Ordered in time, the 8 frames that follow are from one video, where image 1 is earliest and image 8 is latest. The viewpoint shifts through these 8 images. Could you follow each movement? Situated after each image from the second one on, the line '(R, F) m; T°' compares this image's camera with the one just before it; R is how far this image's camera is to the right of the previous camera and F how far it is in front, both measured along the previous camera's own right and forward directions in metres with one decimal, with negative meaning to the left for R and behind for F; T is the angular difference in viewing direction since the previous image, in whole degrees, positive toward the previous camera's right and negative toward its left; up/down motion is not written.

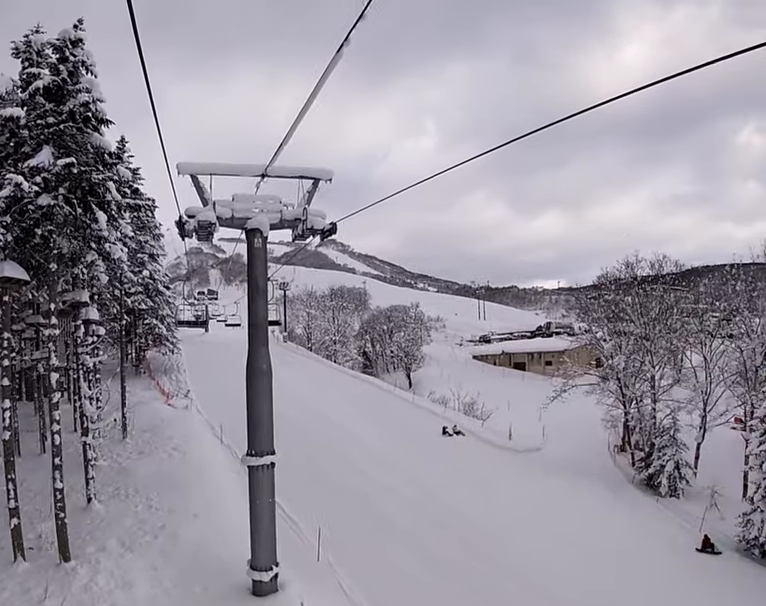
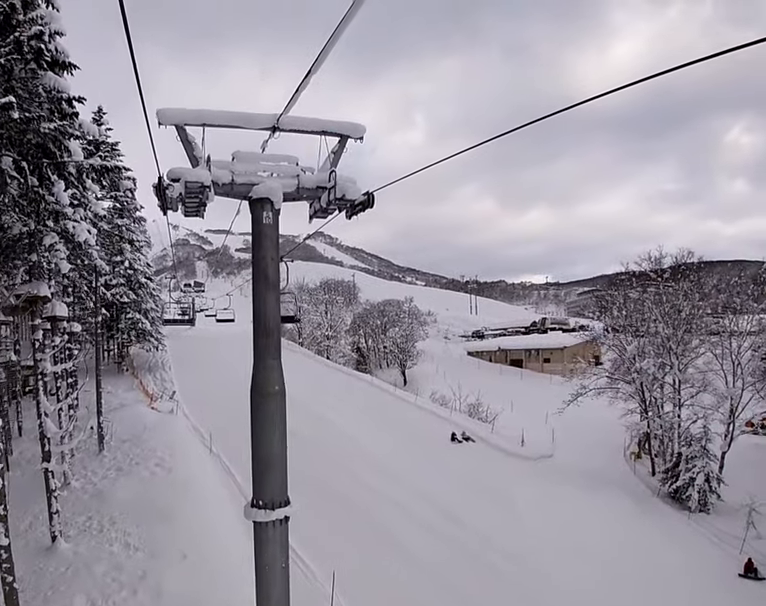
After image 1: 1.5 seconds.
(+0.3, +4.8) m; +3°
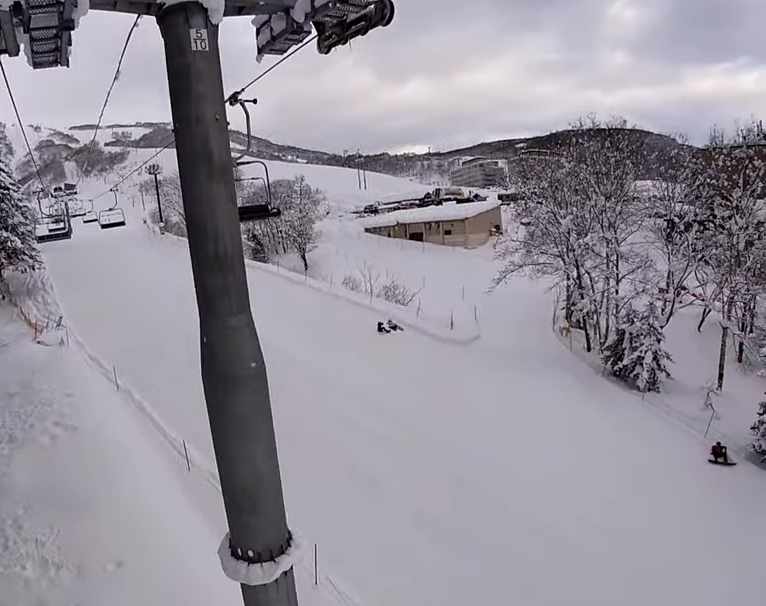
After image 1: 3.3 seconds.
(+0.7, +5.4) m; +8°
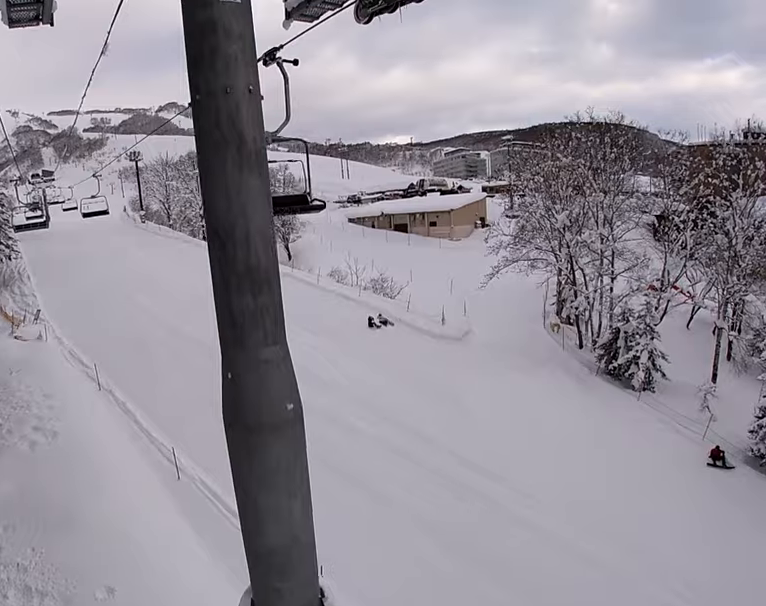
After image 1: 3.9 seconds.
(-0.5, +1.3) m; 0°
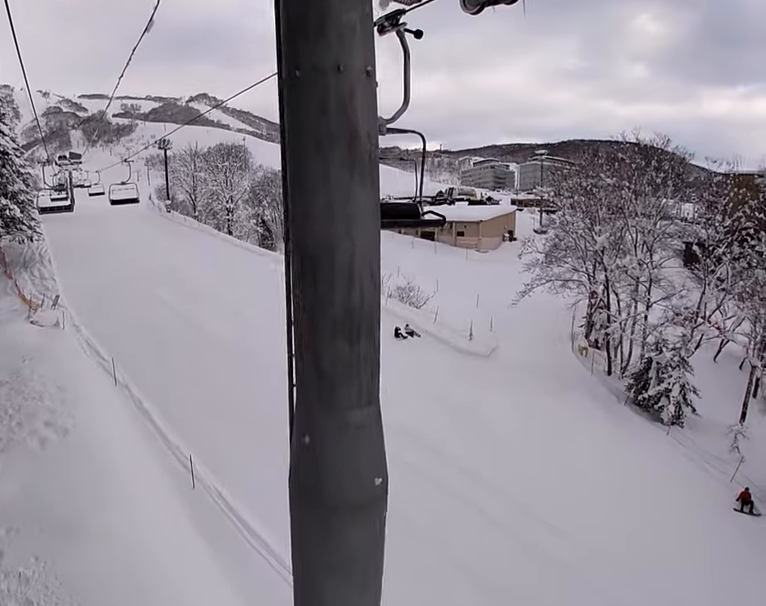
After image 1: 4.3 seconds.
(+0.1, +1.3) m; 0°
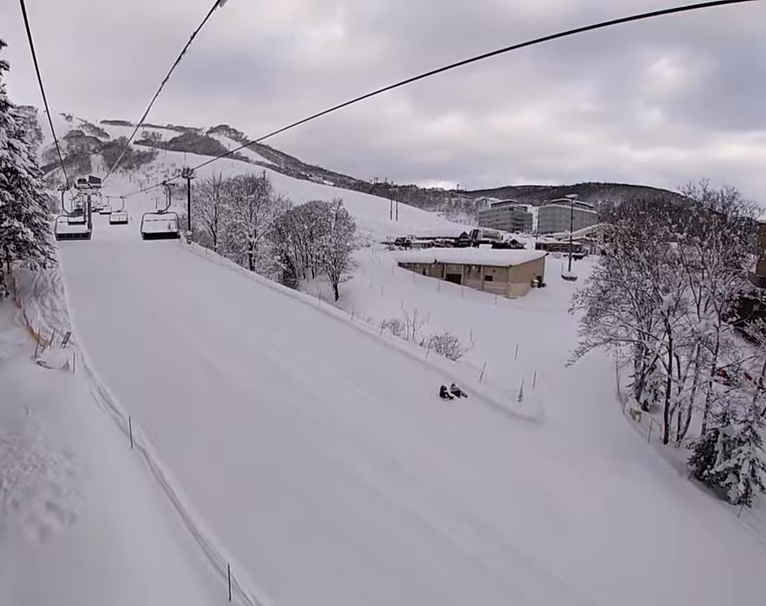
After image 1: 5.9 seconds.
(-0.1, +4.2) m; 0°
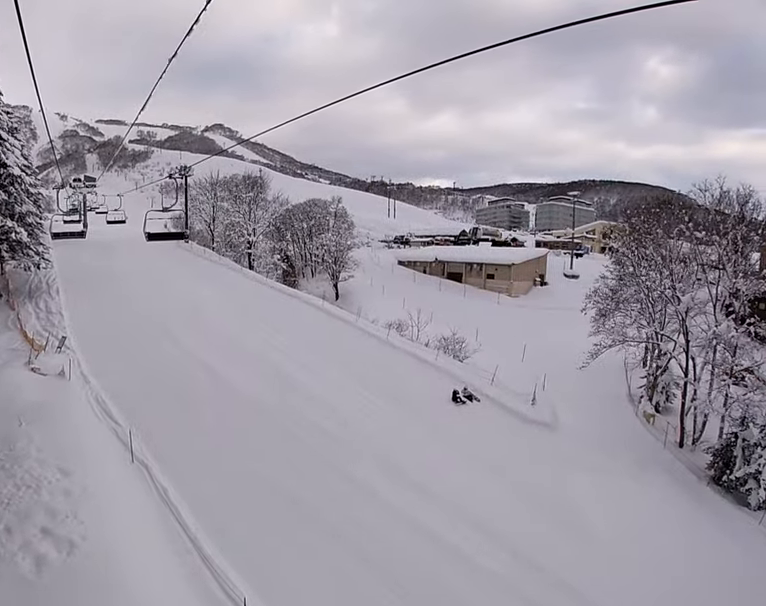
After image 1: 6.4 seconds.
(+0.2, +1.6) m; 0°
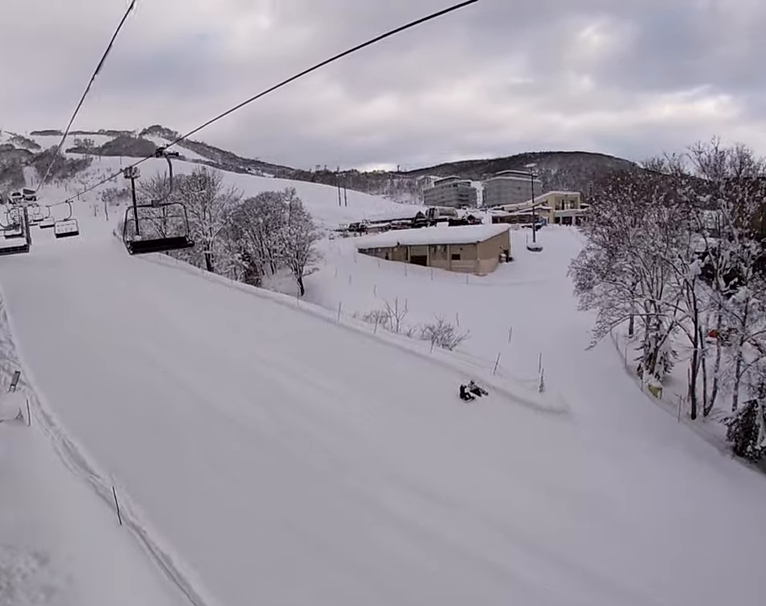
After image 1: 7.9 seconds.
(-0.2, +4.0) m; +1°
